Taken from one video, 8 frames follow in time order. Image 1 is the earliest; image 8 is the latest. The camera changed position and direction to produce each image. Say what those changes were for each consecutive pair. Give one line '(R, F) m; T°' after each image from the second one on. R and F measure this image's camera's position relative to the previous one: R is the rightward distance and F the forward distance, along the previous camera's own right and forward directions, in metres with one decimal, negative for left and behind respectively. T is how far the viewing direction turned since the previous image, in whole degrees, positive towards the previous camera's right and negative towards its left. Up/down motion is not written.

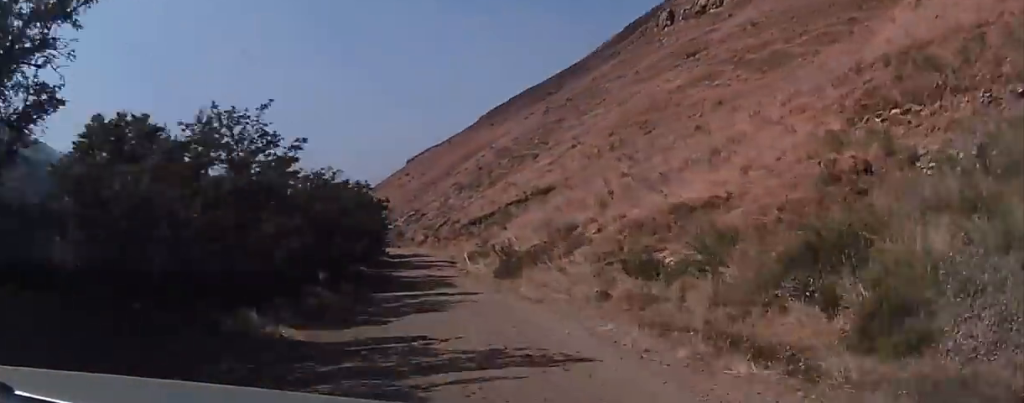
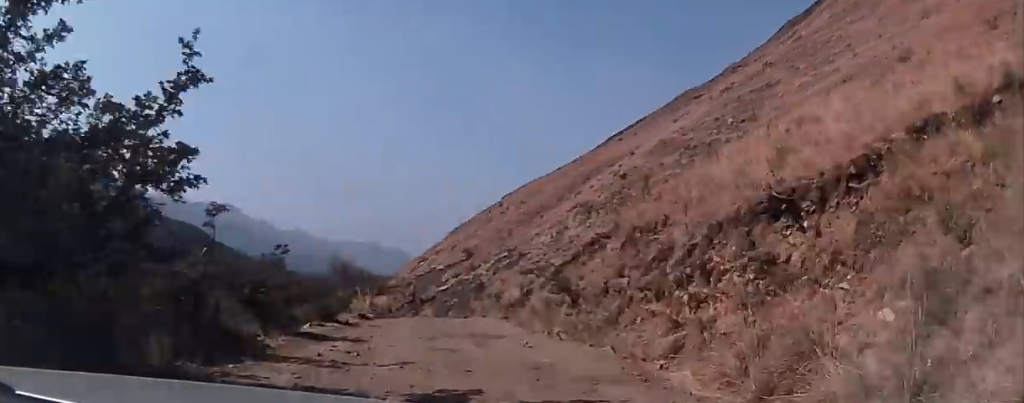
(+1.2, +47.5) m; -2°
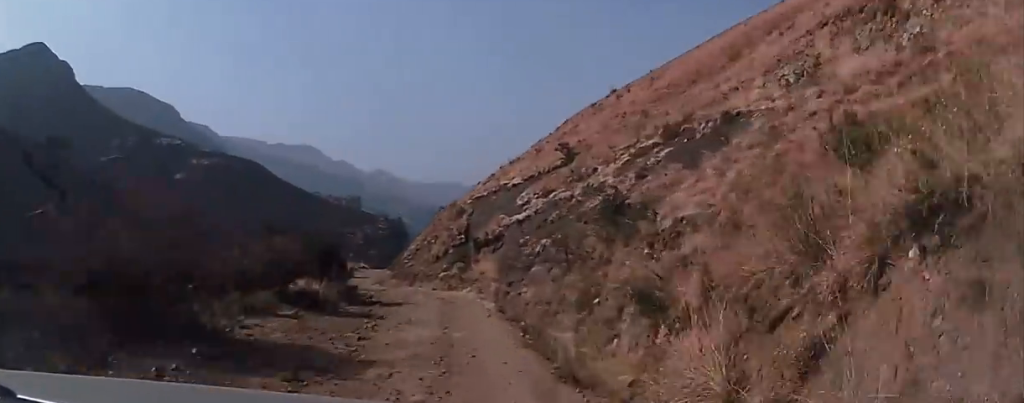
(-2.6, +49.1) m; -8°
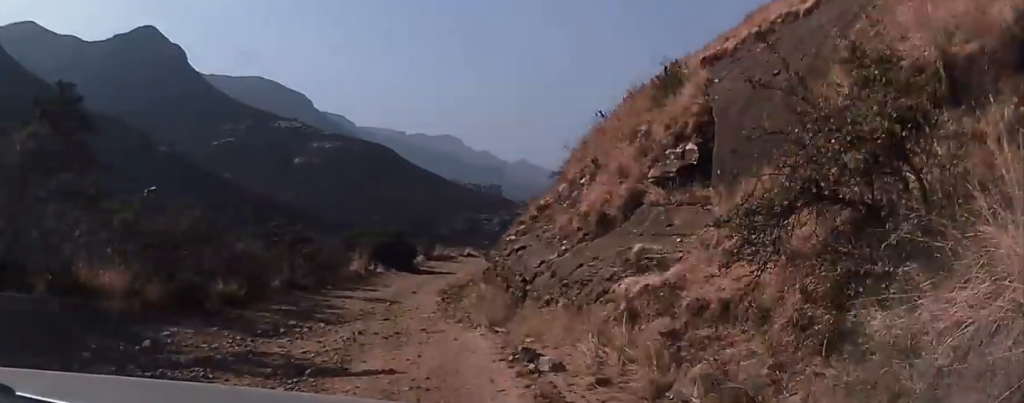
(-3.1, +40.7) m; -7°
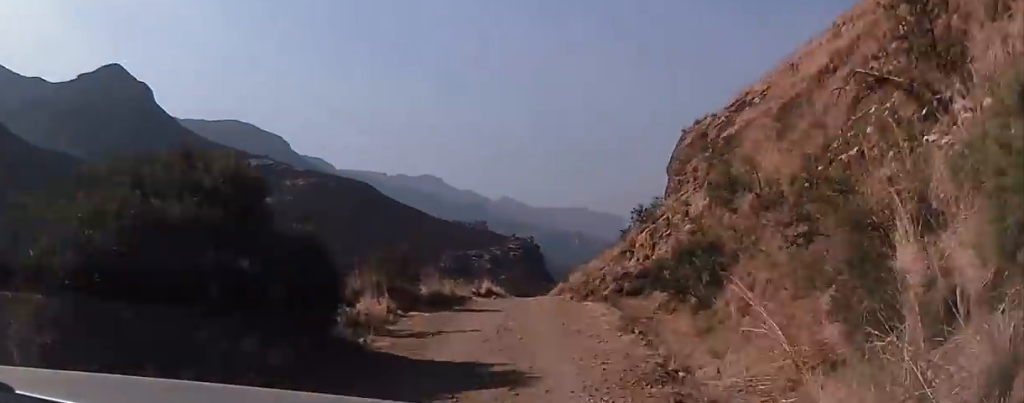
(-2.1, +37.5) m; -2°
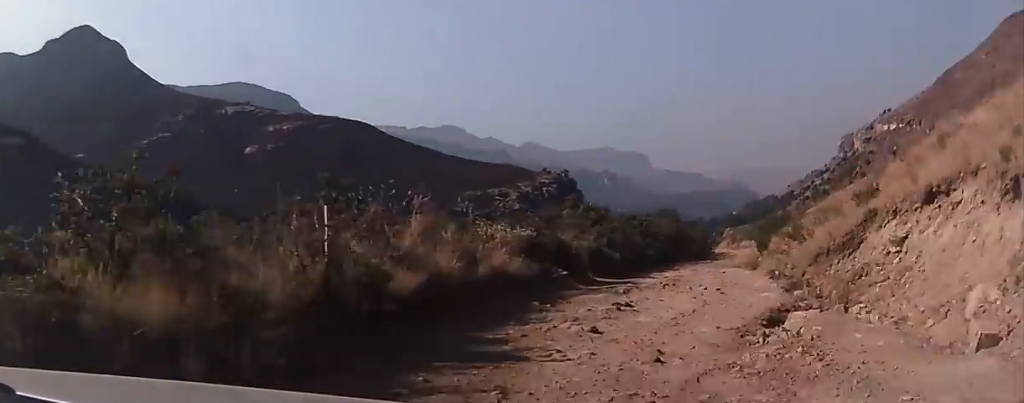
(+4.1, +69.1) m; +11°
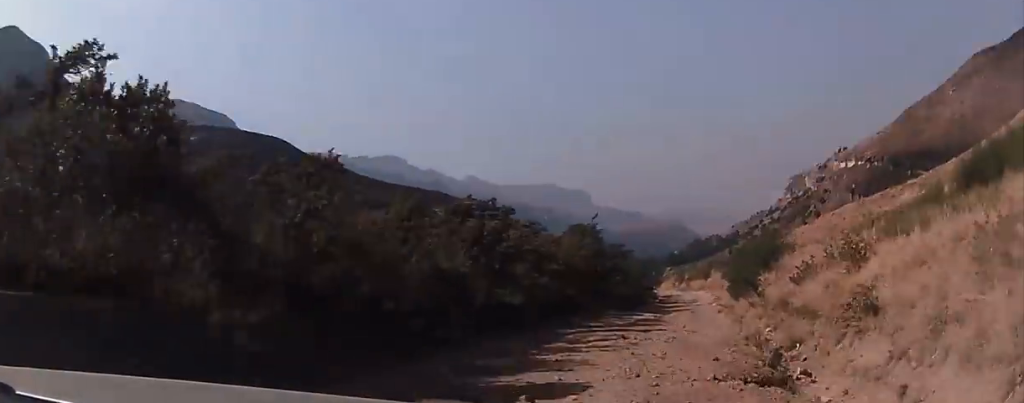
(+5.0, +43.1) m; +10°
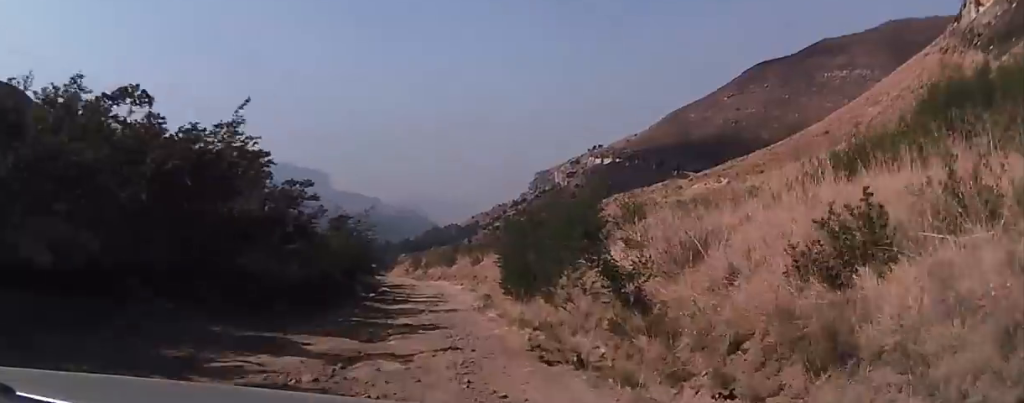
(+1.2, +25.9) m; +2°
